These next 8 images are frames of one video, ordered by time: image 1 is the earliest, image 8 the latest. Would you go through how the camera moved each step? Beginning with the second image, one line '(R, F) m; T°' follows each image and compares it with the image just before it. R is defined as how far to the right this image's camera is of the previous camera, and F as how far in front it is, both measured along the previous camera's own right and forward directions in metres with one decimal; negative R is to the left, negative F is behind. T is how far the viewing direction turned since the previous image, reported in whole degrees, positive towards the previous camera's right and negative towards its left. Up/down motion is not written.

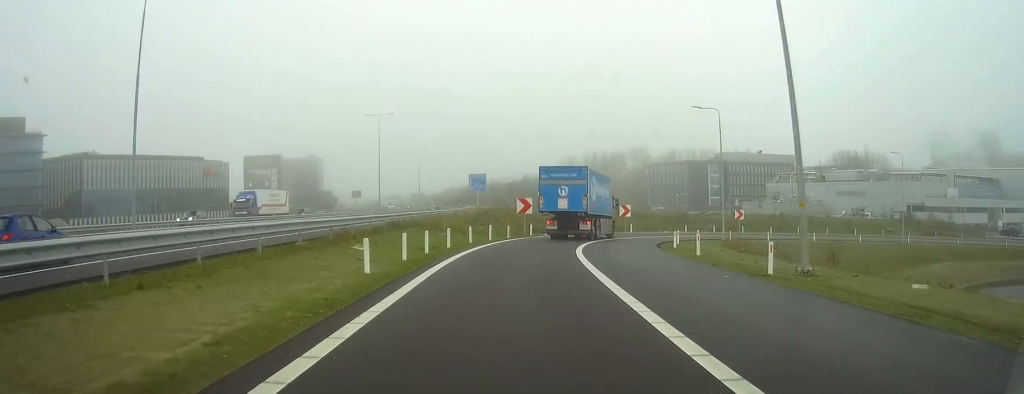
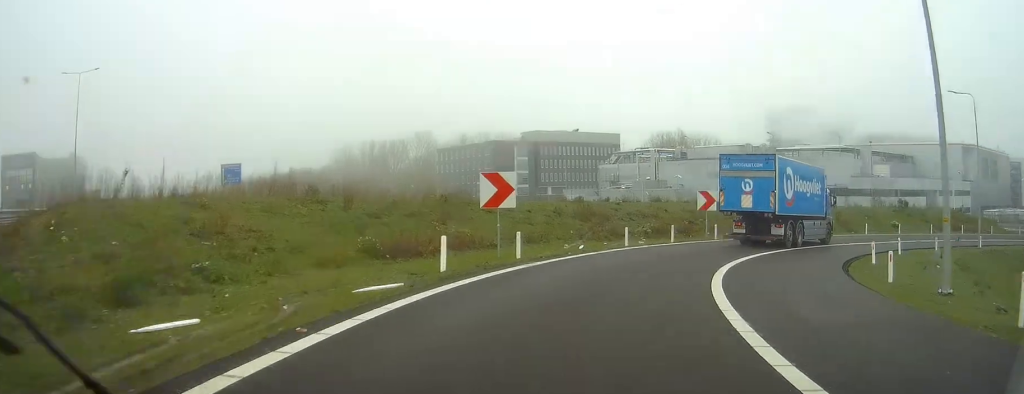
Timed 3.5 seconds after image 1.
(+3.2, +46.4) m; +15°
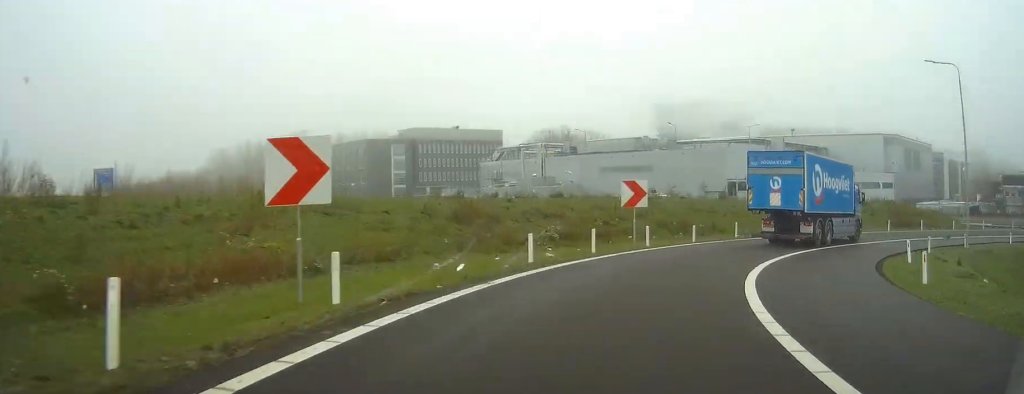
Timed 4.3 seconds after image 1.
(+0.1, +10.1) m; +8°
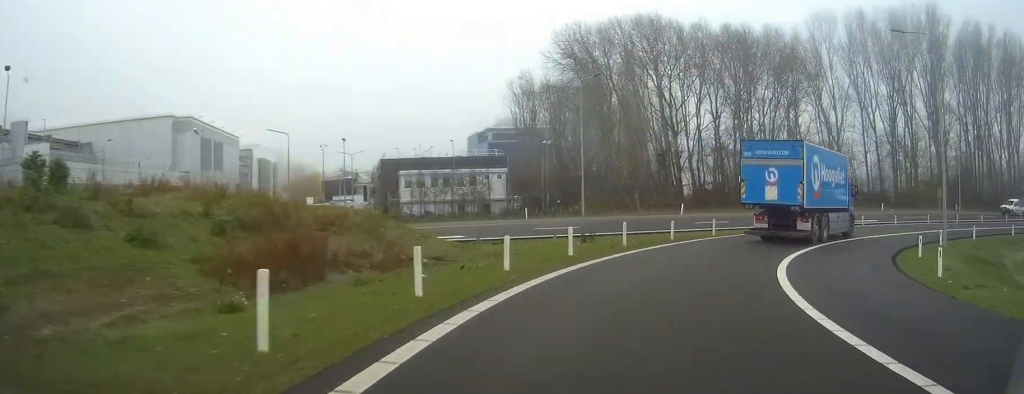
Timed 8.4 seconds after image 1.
(+17.8, +38.4) m; +56°
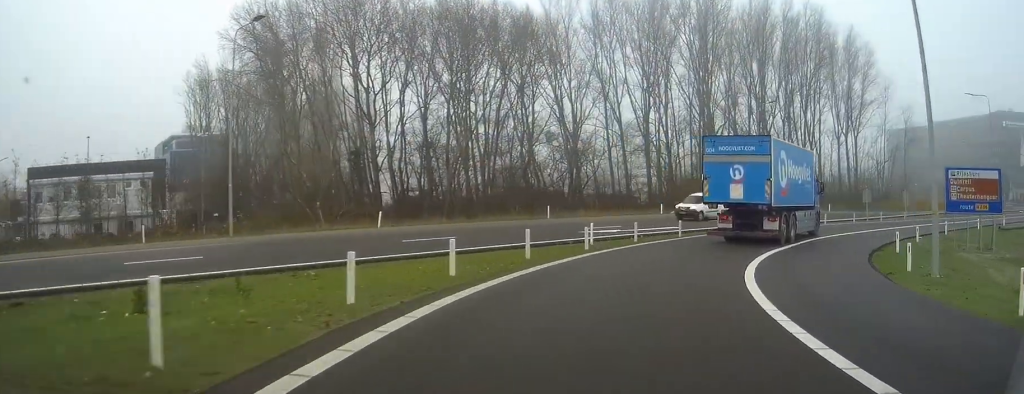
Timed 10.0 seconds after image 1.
(+4.5, +16.7) m; +24°
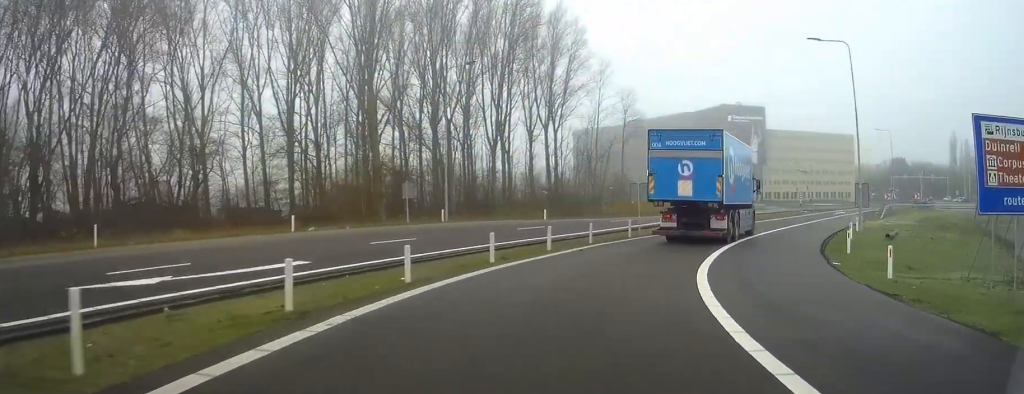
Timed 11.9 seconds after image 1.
(+5.2, +20.9) m; +24°
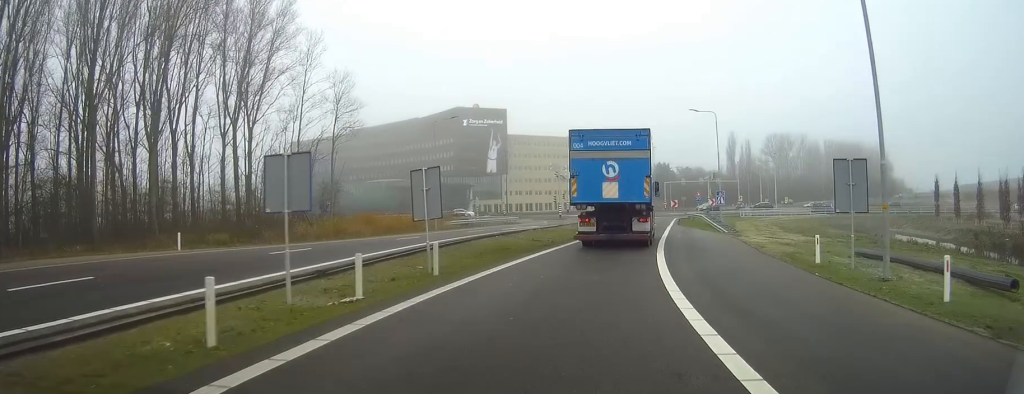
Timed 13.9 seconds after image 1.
(+4.9, +23.8) m; +20°
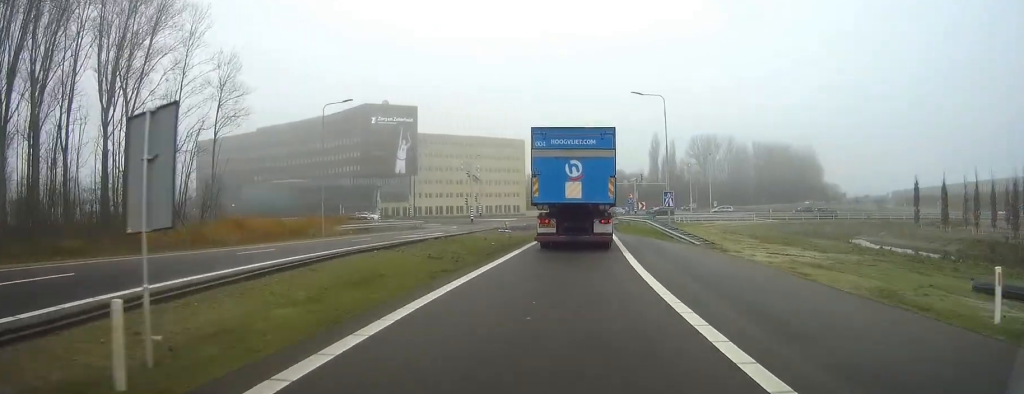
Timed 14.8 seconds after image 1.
(+0.2, +11.6) m; +8°
